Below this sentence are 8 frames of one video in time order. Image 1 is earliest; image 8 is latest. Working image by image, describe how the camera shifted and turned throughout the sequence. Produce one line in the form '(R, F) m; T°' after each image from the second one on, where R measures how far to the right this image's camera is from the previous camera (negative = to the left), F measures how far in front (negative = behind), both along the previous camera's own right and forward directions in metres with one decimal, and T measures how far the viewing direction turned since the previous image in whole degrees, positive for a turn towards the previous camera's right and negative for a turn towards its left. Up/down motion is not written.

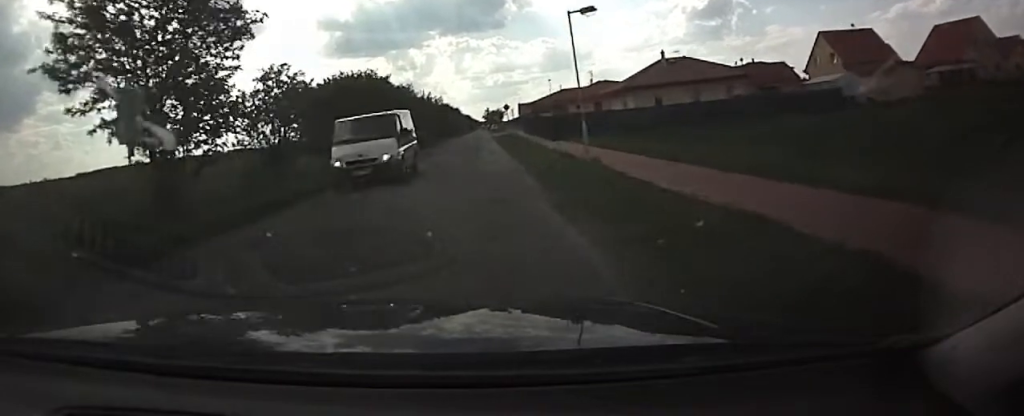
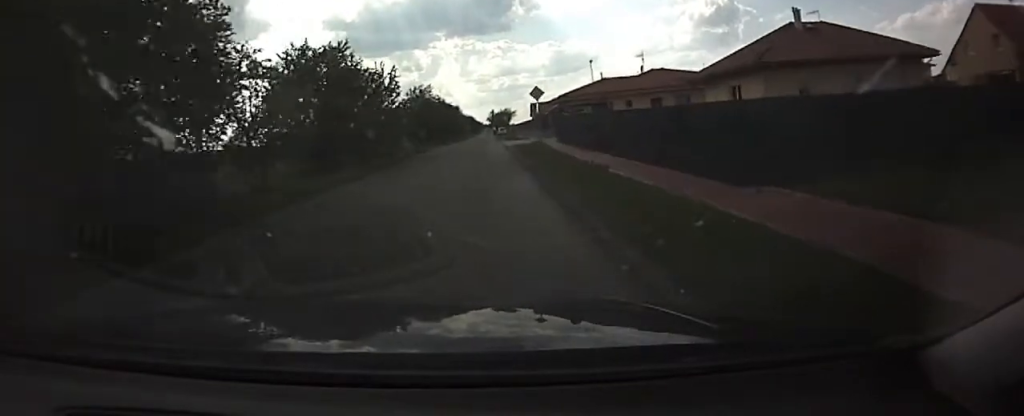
(+0.3, +25.6) m; +1°
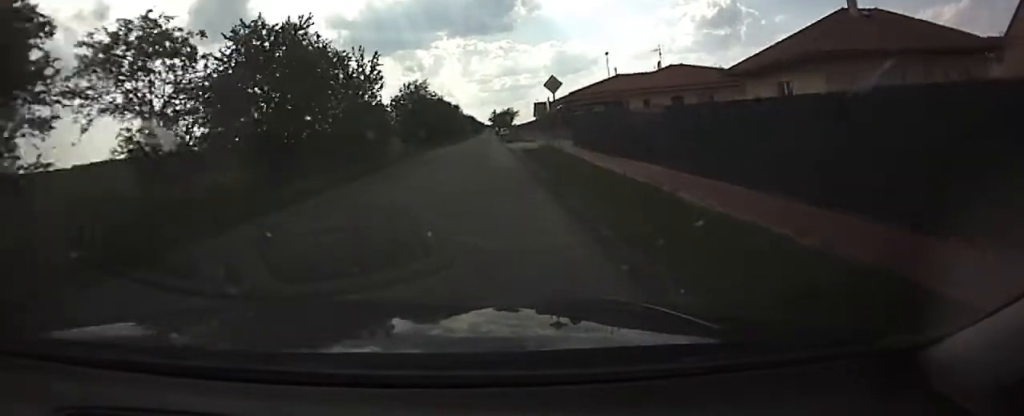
(0.0, +5.9) m; 0°
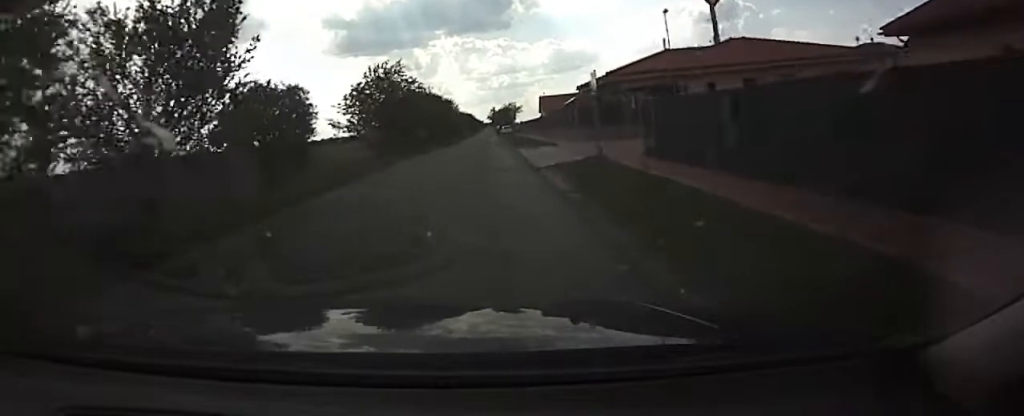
(+0.1, +16.2) m; +2°
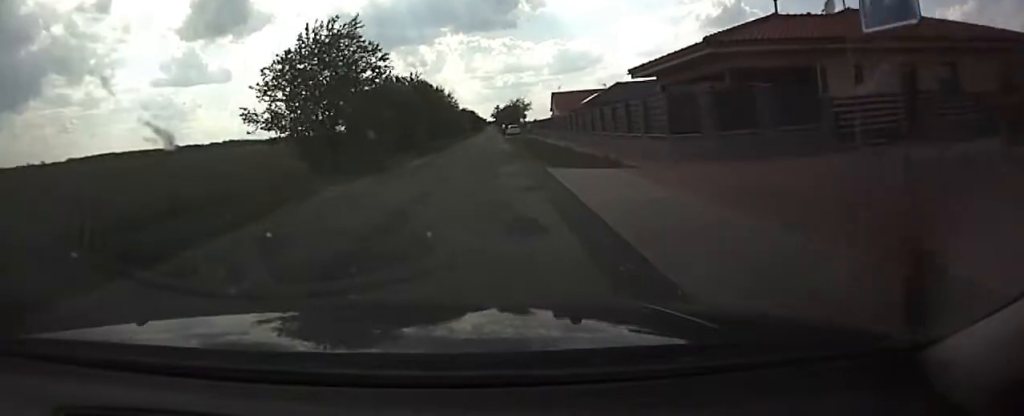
(+0.2, +15.6) m; 0°
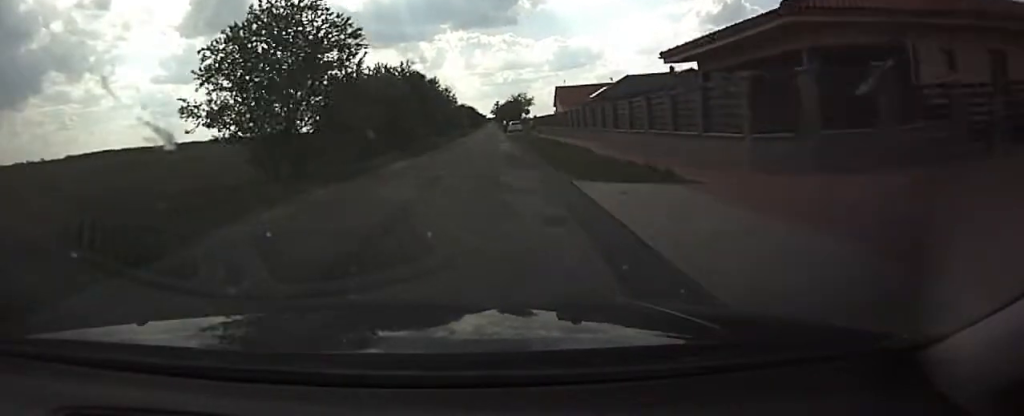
(+0.1, +6.0) m; -1°
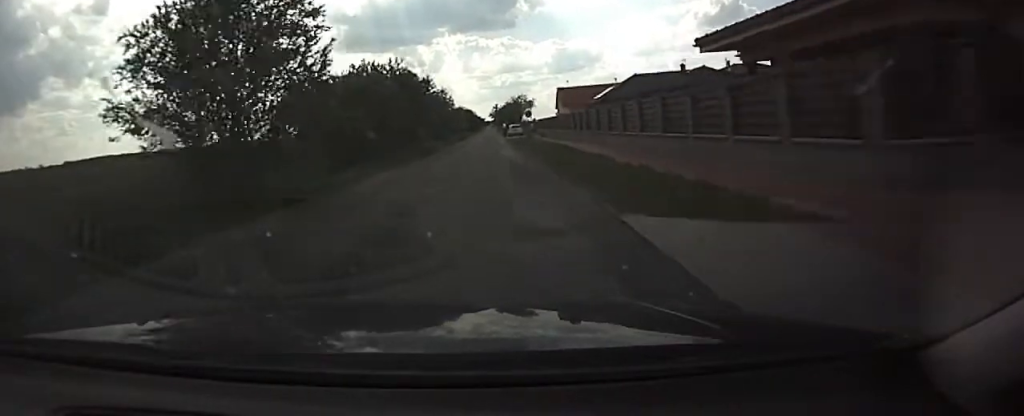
(-0.1, +4.7) m; -1°
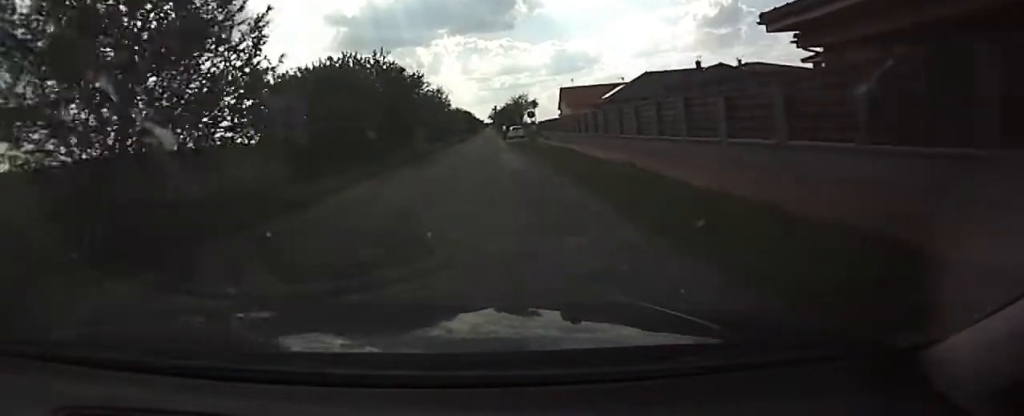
(-0.1, +5.1) m; -1°
